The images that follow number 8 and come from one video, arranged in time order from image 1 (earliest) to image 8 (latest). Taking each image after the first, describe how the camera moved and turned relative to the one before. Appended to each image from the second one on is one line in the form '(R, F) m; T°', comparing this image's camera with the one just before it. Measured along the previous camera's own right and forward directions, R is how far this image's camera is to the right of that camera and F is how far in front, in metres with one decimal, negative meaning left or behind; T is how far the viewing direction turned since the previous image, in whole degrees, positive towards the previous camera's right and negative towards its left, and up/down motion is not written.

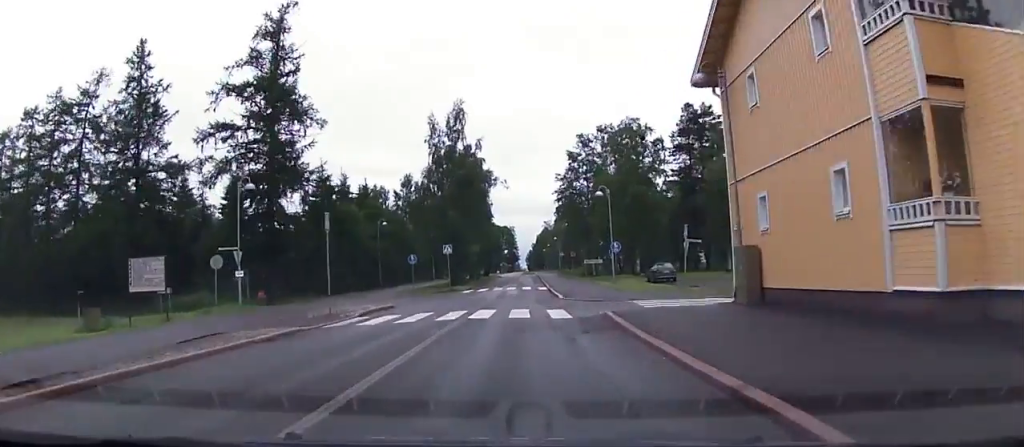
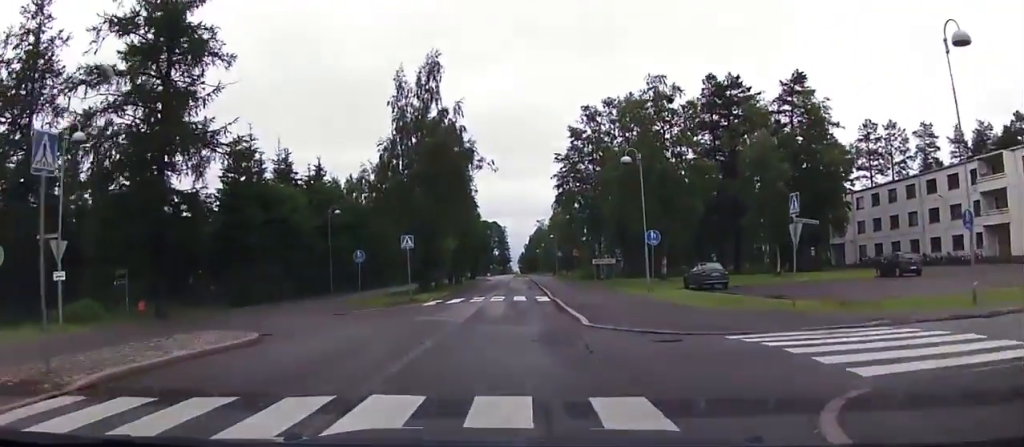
(+0.3, +12.2) m; -1°
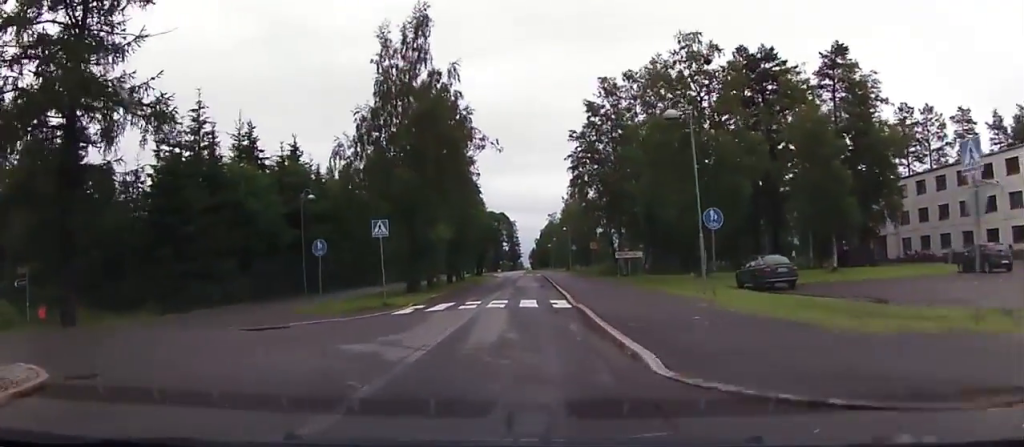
(+0.2, +8.4) m; -6°
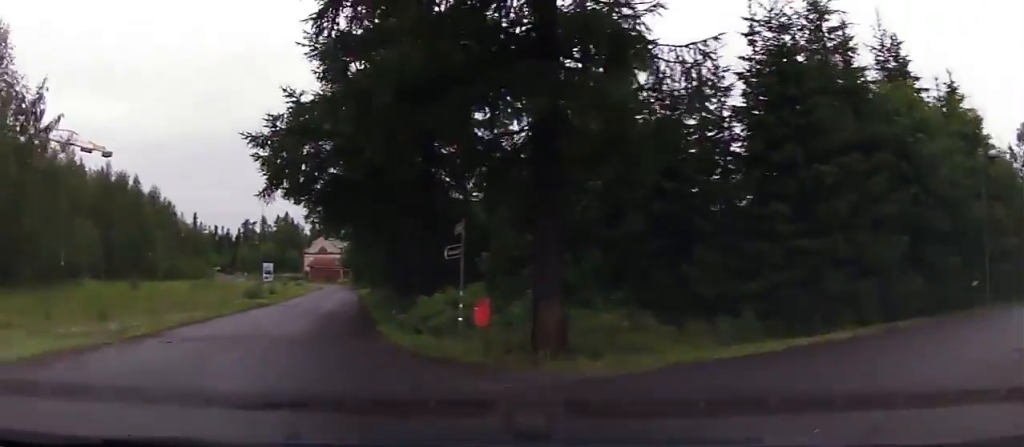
(-4.4, +13.3) m; -39°
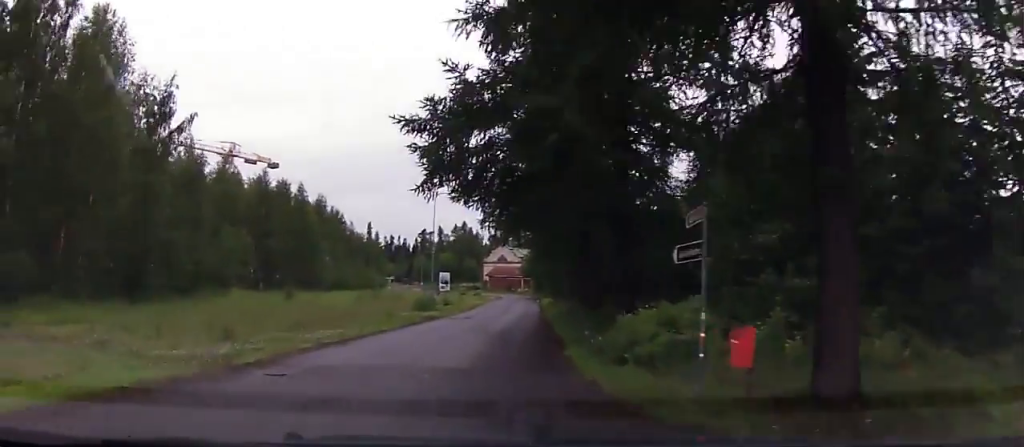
(-0.5, +4.2) m; -12°
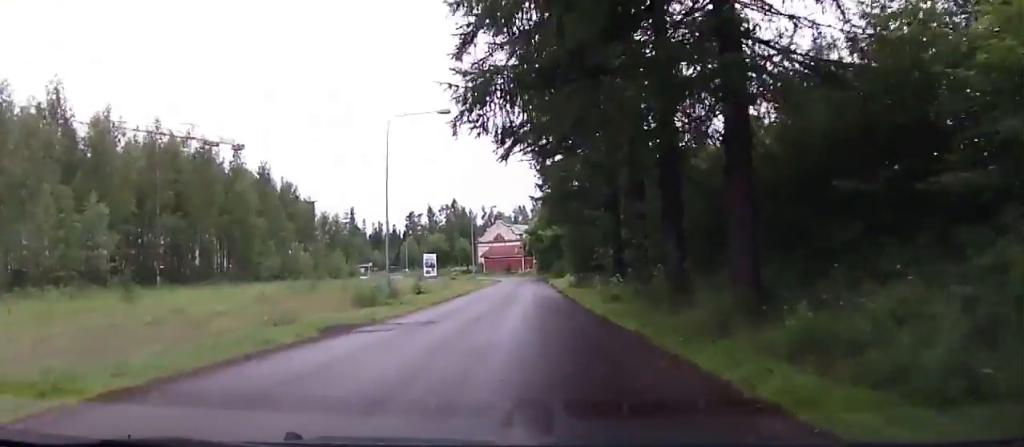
(-4.5, +21.3) m; -13°
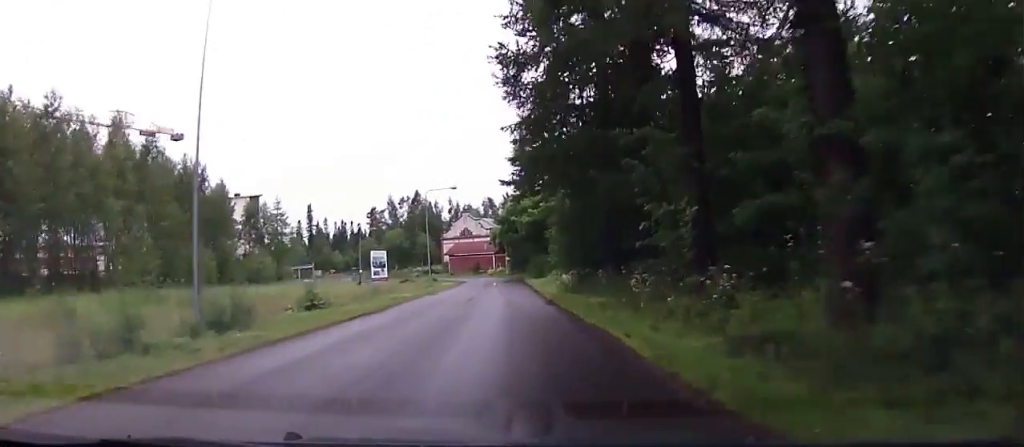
(+0.6, +17.0) m; +2°
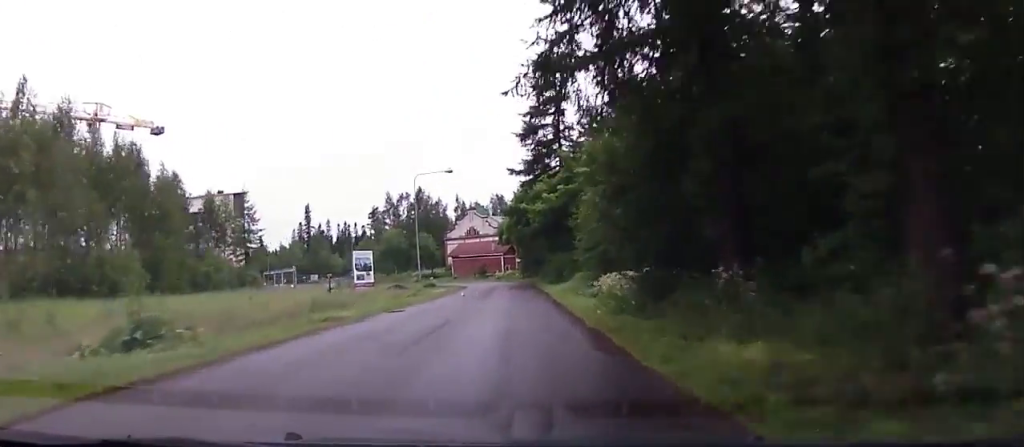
(-0.1, +13.1) m; 0°
